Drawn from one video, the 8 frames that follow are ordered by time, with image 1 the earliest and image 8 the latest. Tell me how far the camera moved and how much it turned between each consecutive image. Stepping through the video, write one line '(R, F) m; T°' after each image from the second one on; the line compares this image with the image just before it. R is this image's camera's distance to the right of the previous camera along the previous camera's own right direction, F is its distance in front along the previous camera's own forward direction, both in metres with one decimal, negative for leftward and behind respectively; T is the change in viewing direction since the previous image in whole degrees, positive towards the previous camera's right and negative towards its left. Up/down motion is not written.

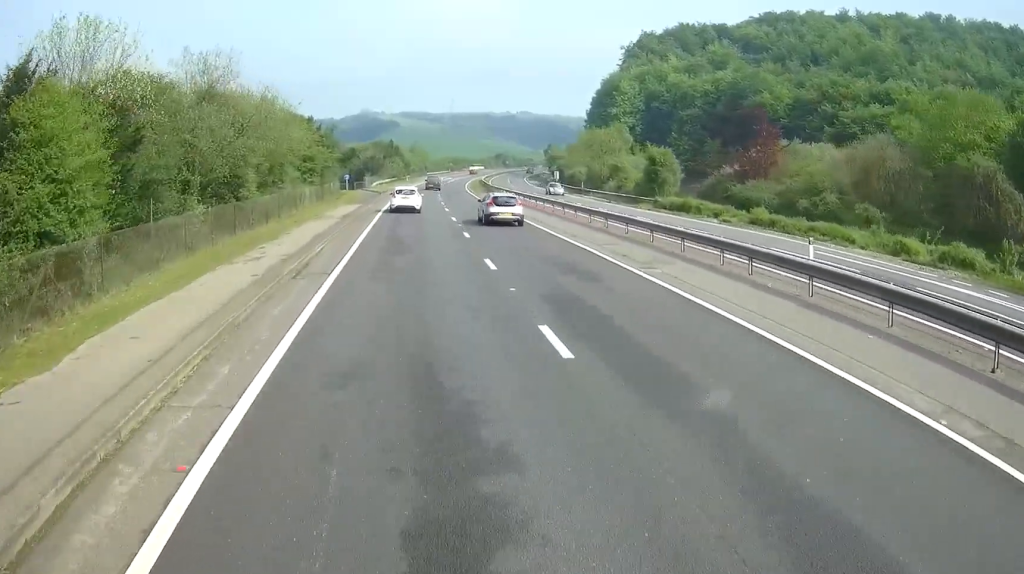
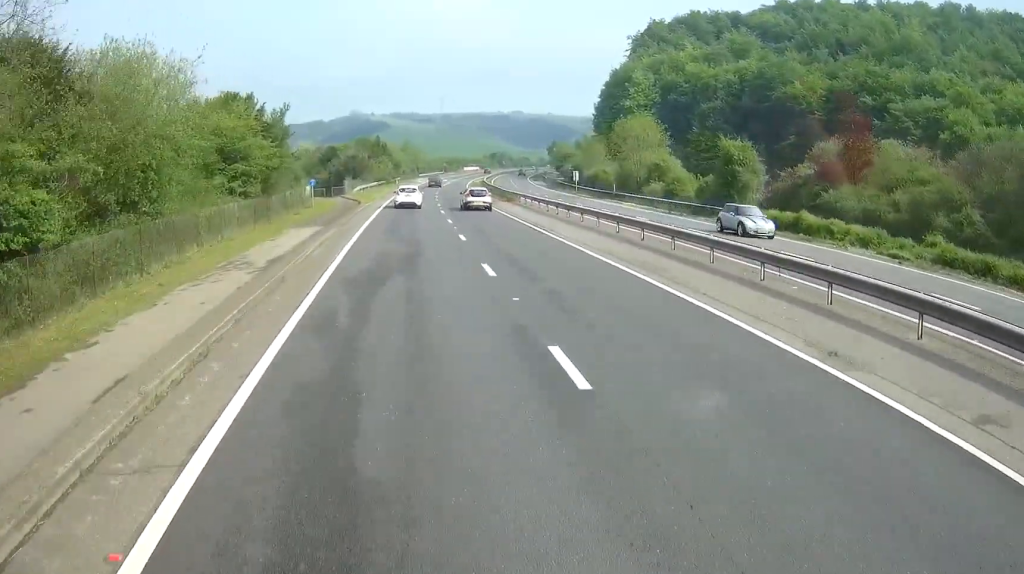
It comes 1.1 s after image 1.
(+0.2, +19.7) m; +1°
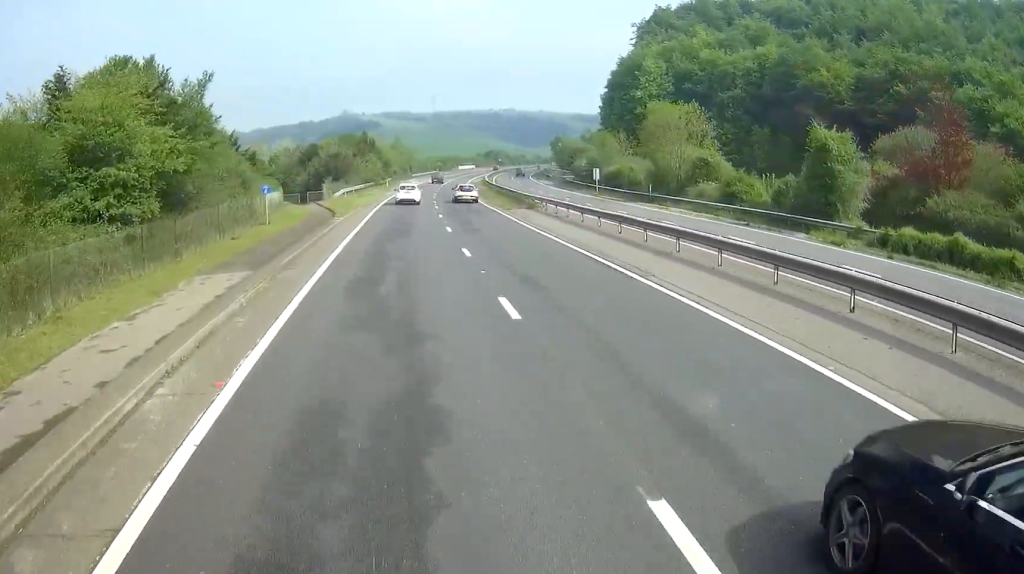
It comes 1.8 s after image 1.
(+0.1, +14.5) m; 0°
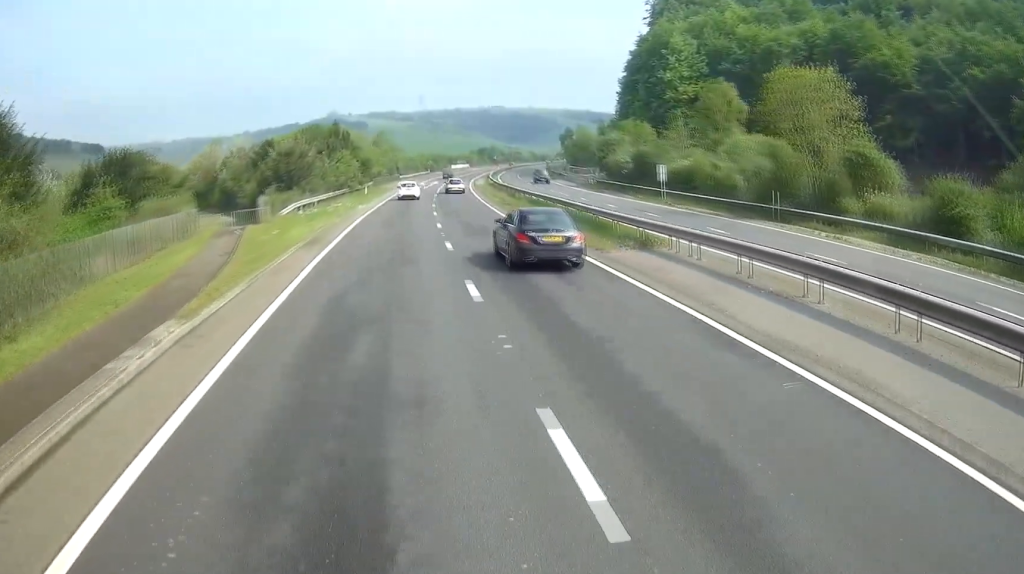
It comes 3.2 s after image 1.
(+0.1, +25.5) m; 0°
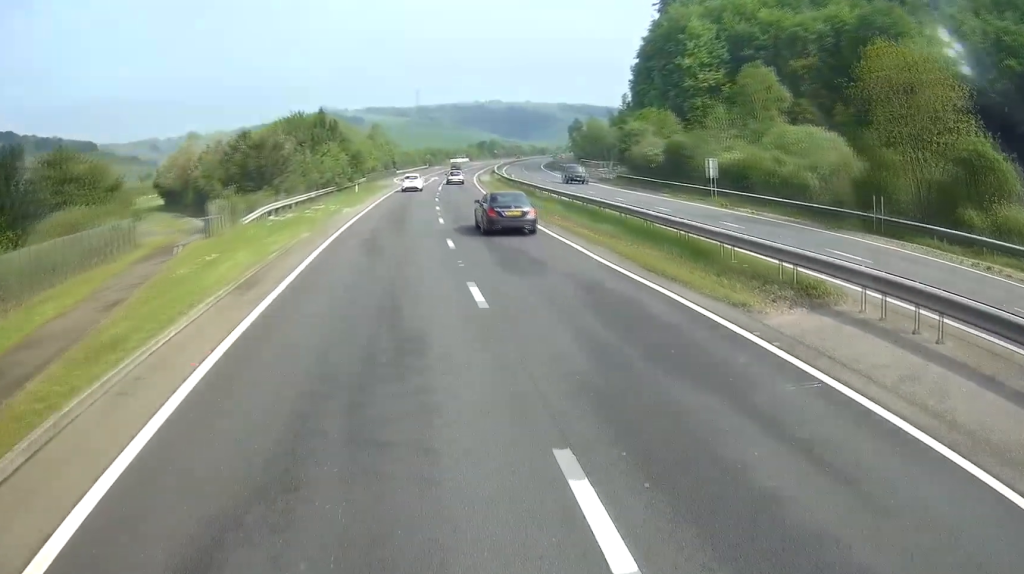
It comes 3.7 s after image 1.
(0.0, +10.4) m; 0°
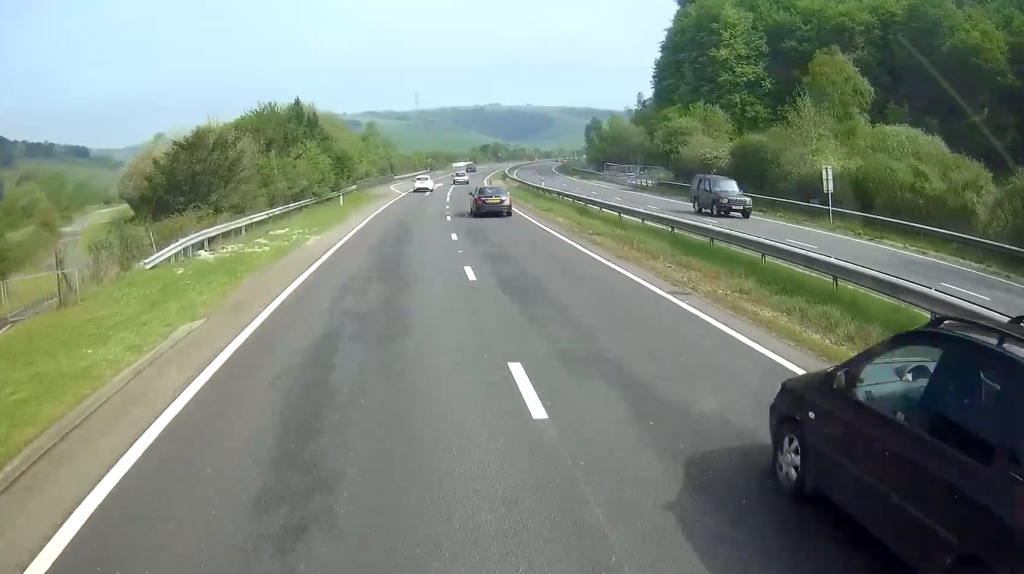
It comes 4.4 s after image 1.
(0.0, +14.4) m; 0°
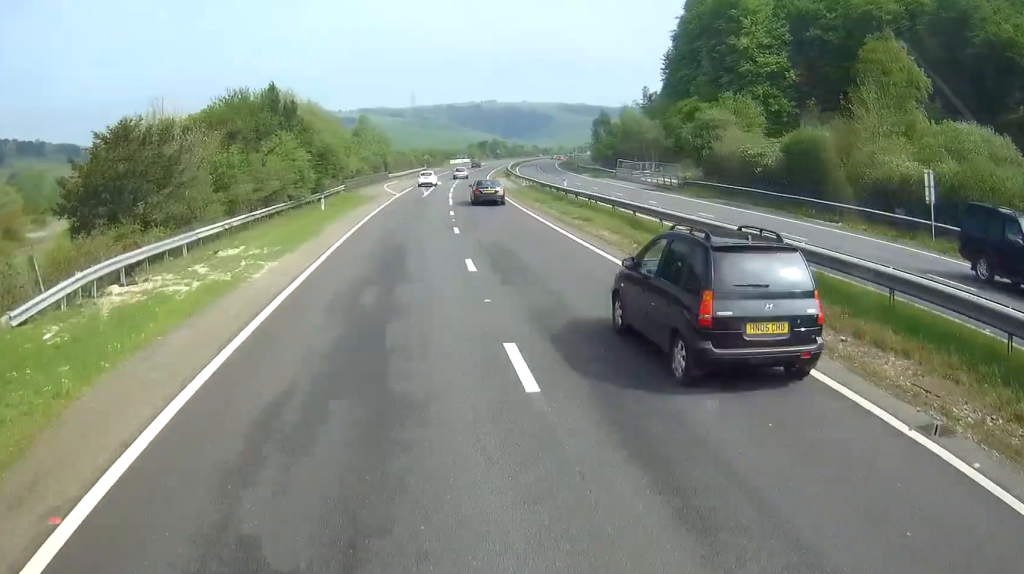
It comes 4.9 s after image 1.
(0.0, +8.5) m; 0°
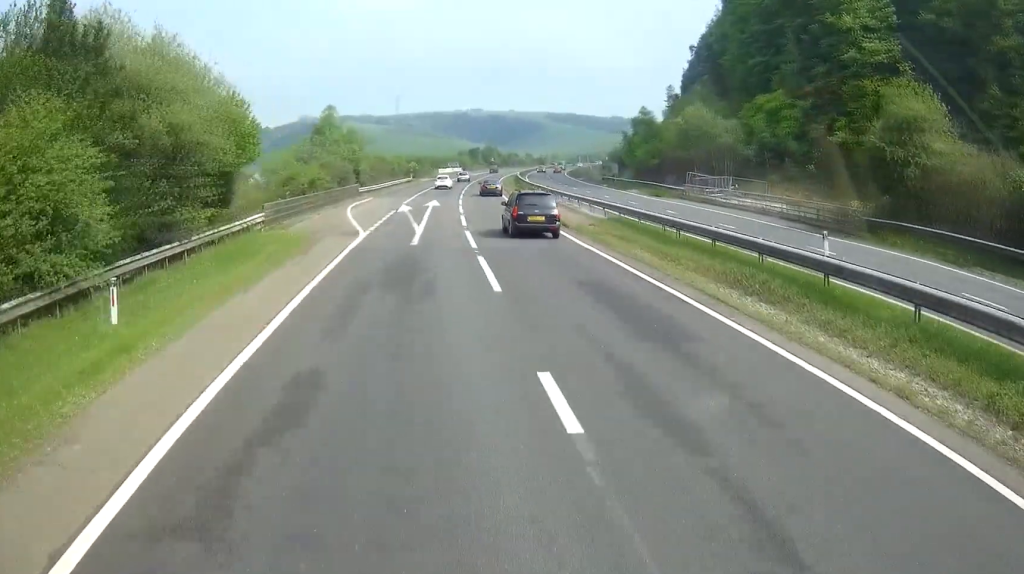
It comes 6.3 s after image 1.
(+0.3, +28.5) m; +2°
